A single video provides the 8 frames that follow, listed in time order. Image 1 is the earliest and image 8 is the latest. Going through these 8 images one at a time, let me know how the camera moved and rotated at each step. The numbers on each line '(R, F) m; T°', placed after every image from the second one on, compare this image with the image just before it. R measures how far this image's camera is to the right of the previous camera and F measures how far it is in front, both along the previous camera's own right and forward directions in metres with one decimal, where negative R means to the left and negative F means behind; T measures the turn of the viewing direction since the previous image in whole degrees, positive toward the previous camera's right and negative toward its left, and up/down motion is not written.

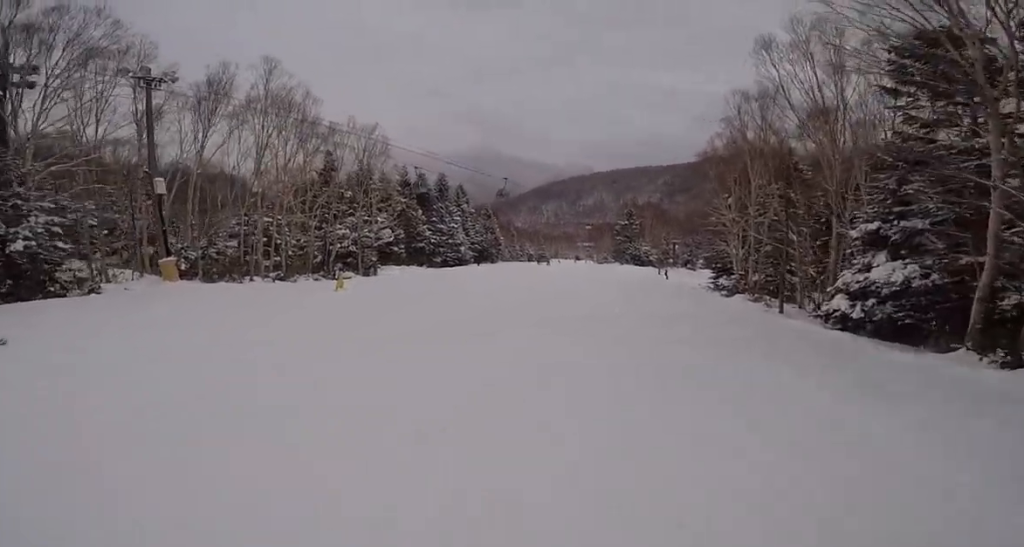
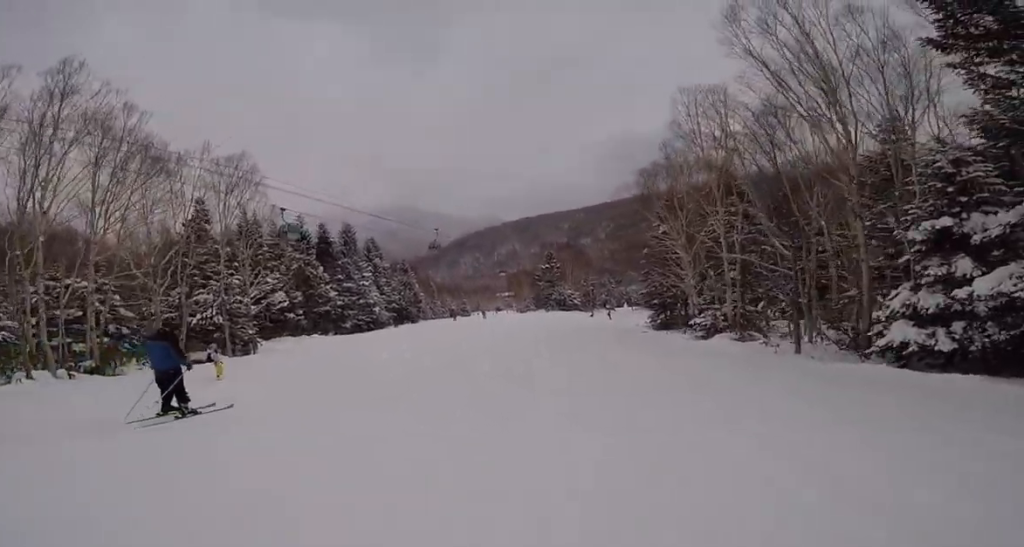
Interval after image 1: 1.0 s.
(+0.1, +7.3) m; +1°
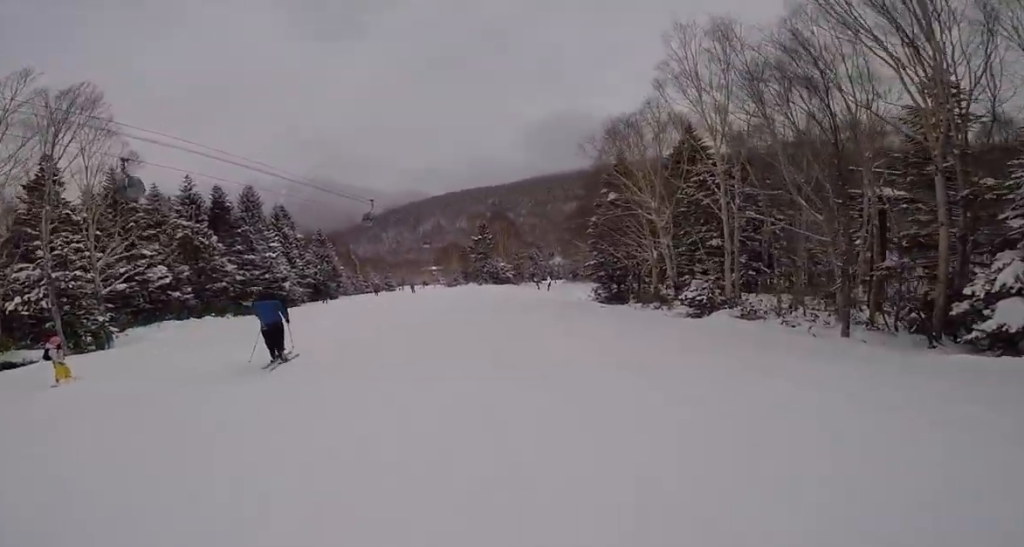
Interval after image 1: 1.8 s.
(+0.2, +5.6) m; -1°
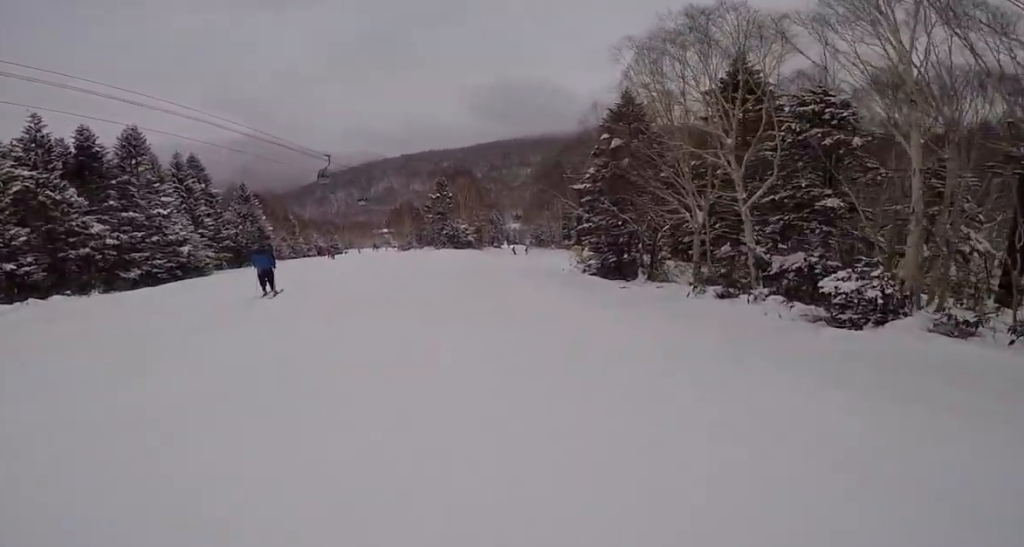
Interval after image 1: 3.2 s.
(-0.2, +9.2) m; +2°
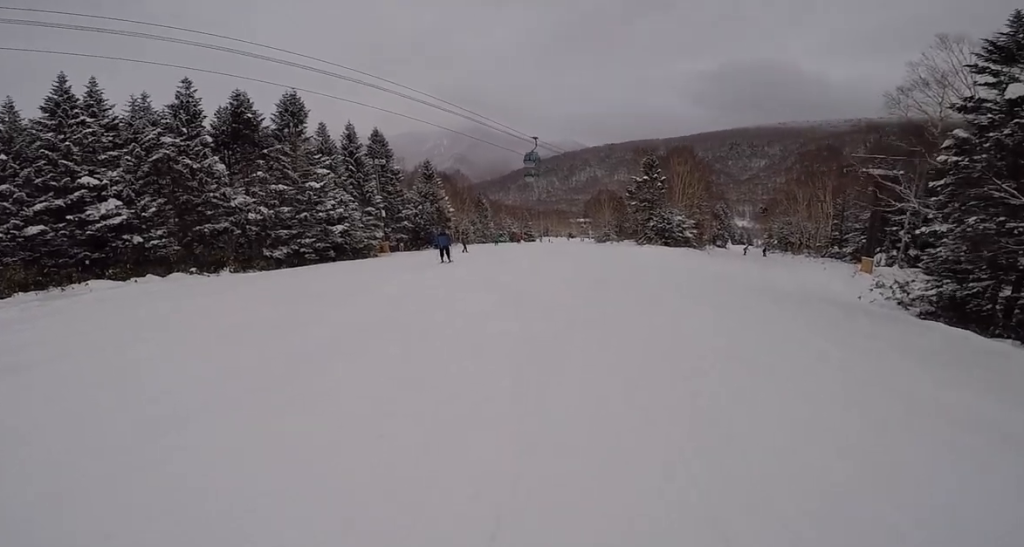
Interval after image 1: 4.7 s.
(+0.4, +9.9) m; -2°
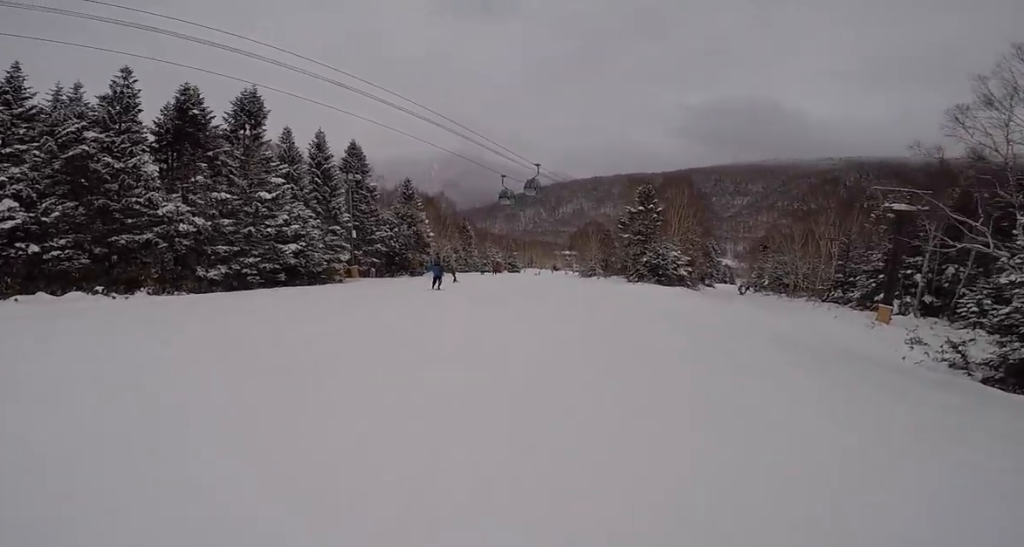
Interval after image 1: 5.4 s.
(-0.3, +4.8) m; -9°
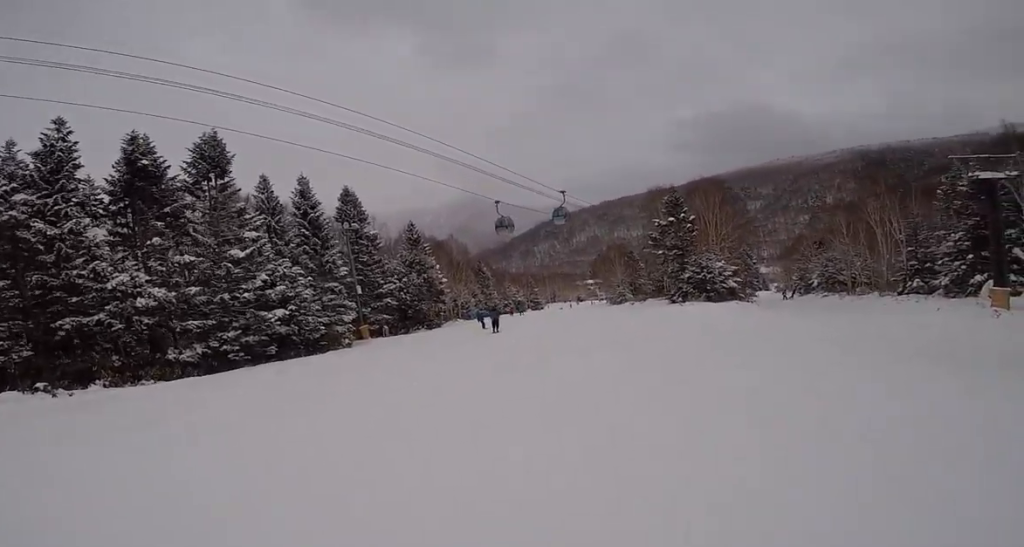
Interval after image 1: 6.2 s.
(-0.5, +5.0) m; -3°
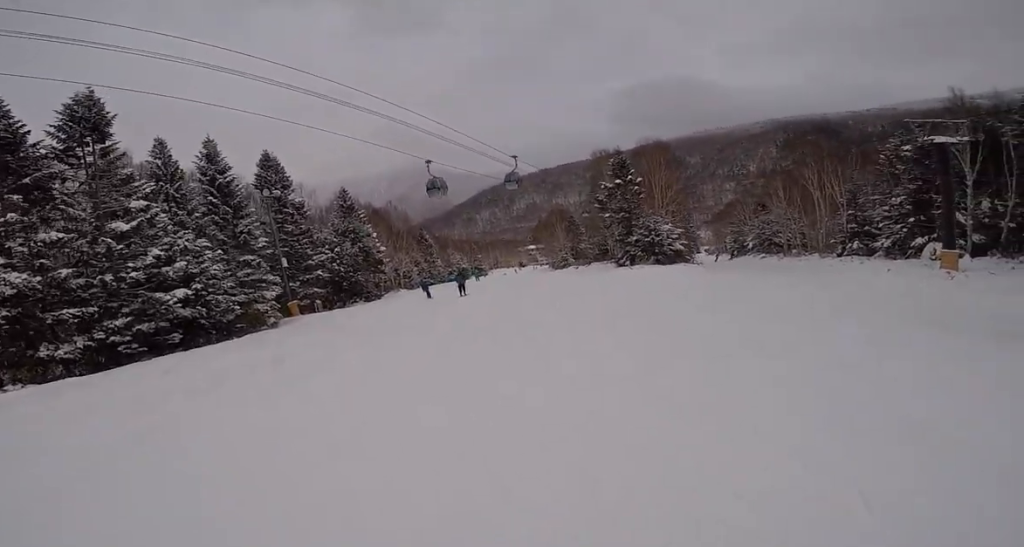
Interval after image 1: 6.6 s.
(-0.4, +2.9) m; 0°
